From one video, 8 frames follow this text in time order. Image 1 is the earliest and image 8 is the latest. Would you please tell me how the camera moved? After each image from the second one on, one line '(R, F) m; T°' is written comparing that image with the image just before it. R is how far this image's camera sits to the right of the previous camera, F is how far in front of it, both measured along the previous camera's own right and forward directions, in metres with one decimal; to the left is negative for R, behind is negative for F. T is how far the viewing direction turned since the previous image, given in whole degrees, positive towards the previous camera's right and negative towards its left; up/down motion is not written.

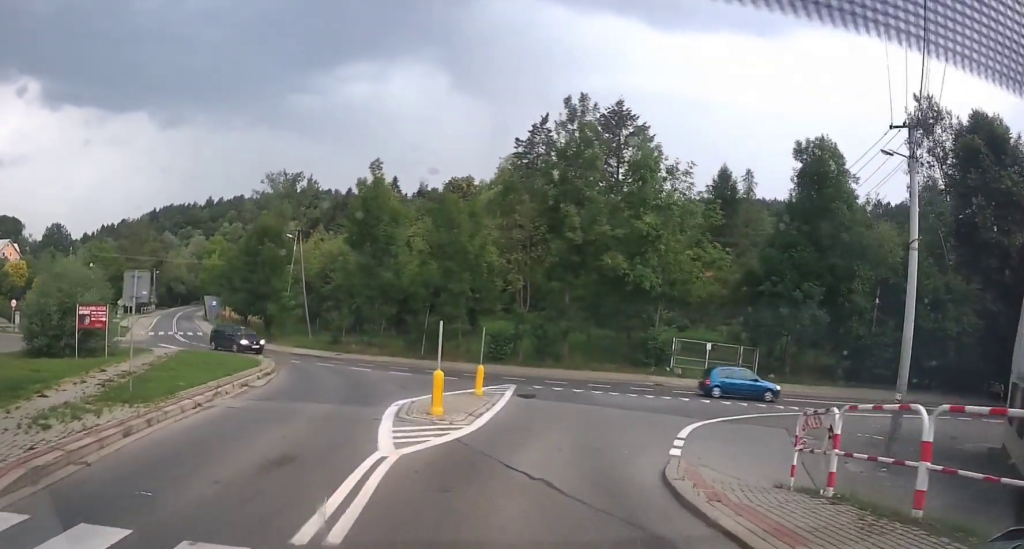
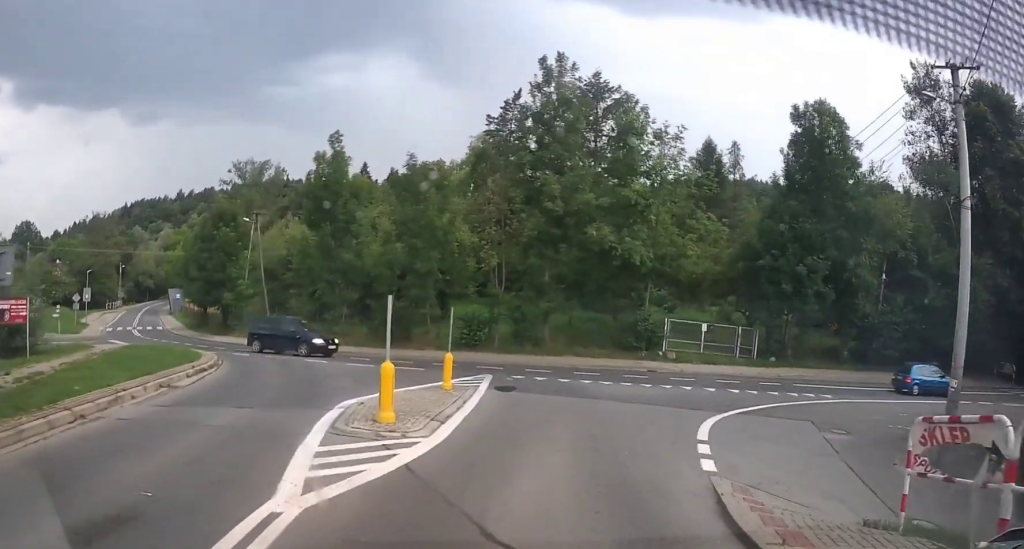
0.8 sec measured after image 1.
(+0.1, +3.3) m; +5°
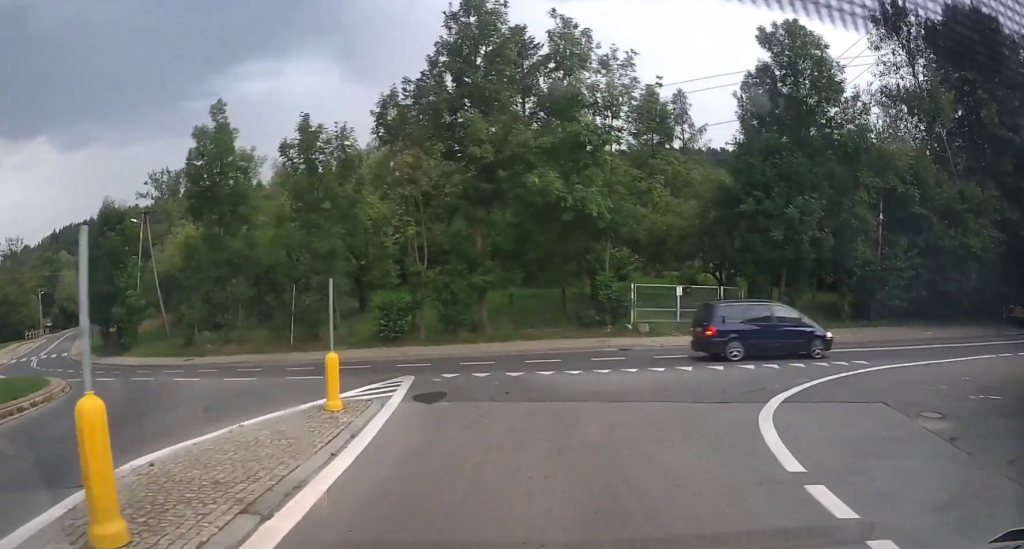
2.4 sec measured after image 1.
(+0.5, +6.0) m; +6°
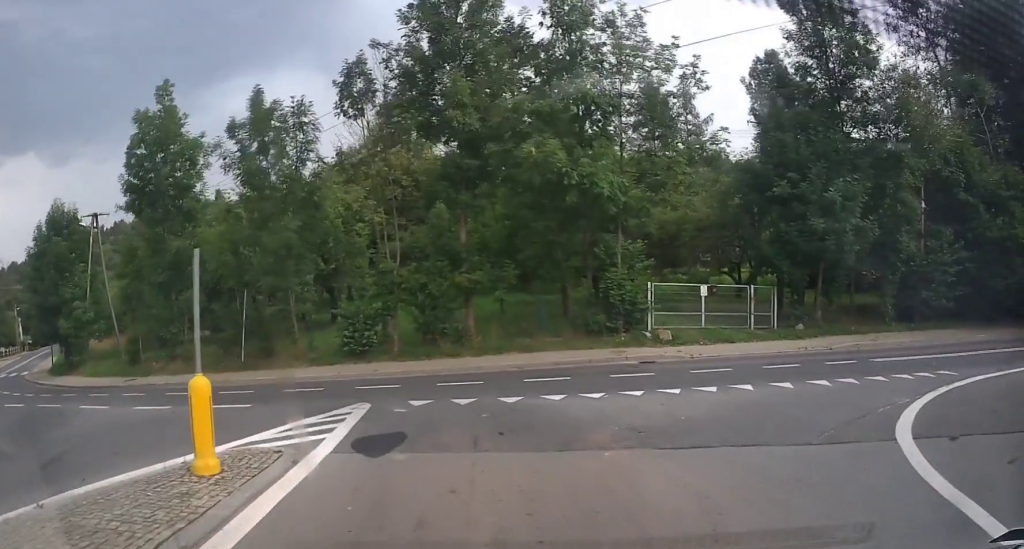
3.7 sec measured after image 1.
(0.0, +3.8) m; -3°
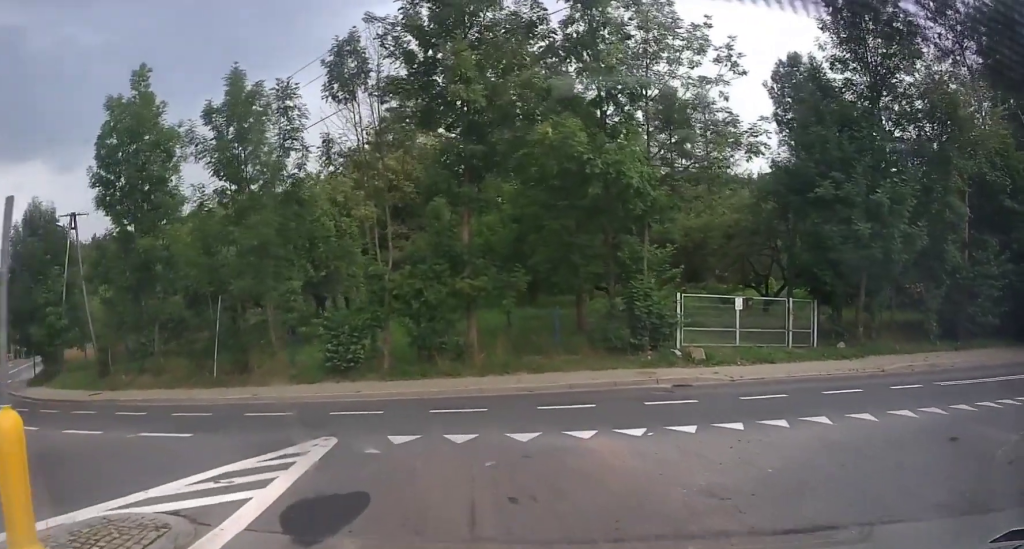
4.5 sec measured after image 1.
(-0.1, +2.1) m; -1°
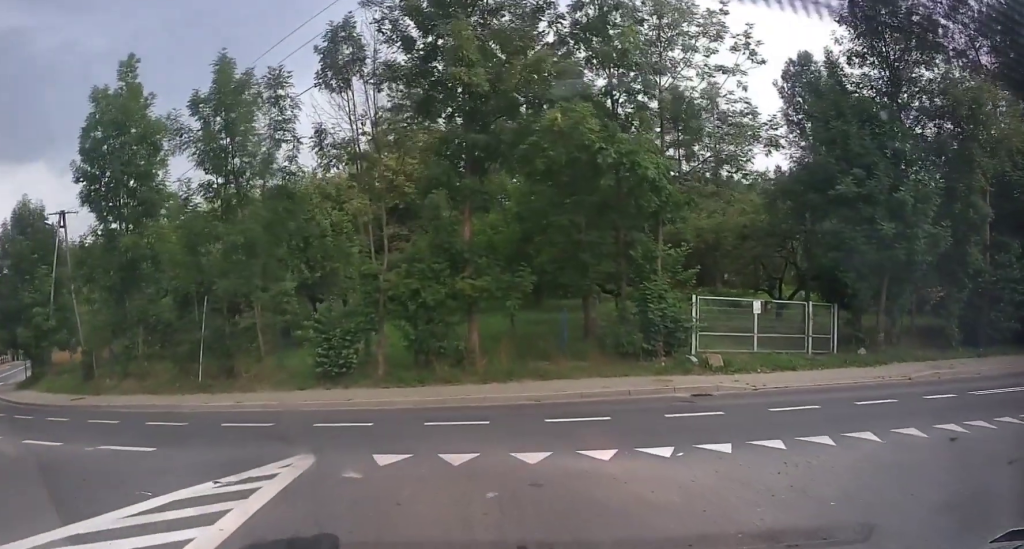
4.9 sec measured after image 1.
(0.0, +1.0) m; 0°
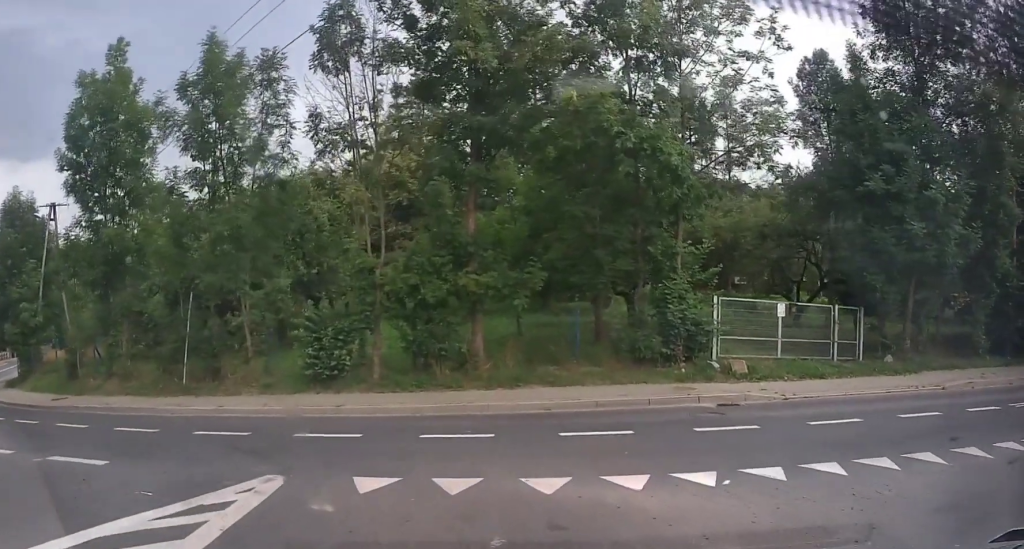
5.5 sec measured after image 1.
(0.0, +0.9) m; 0°
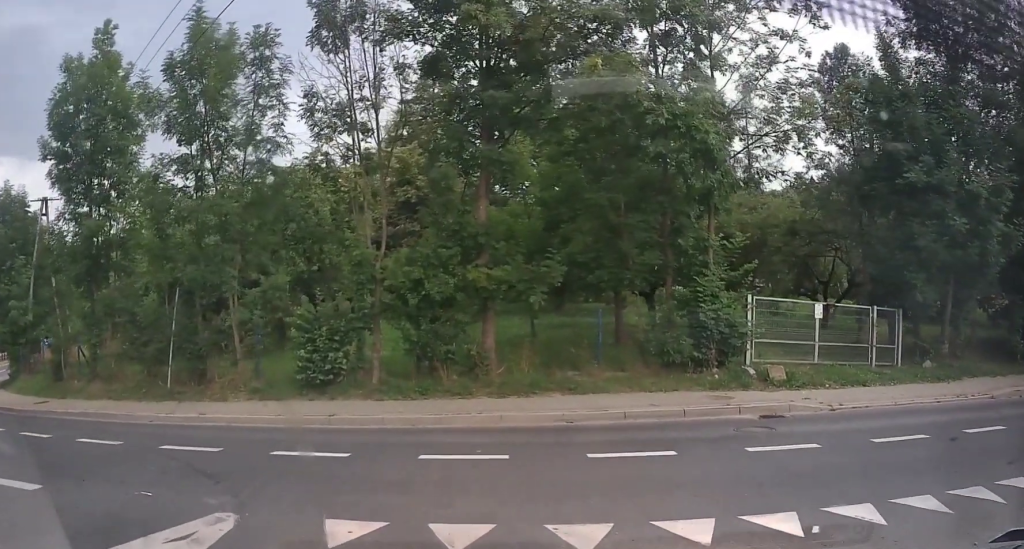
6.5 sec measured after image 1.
(0.0, +0.9) m; 0°
